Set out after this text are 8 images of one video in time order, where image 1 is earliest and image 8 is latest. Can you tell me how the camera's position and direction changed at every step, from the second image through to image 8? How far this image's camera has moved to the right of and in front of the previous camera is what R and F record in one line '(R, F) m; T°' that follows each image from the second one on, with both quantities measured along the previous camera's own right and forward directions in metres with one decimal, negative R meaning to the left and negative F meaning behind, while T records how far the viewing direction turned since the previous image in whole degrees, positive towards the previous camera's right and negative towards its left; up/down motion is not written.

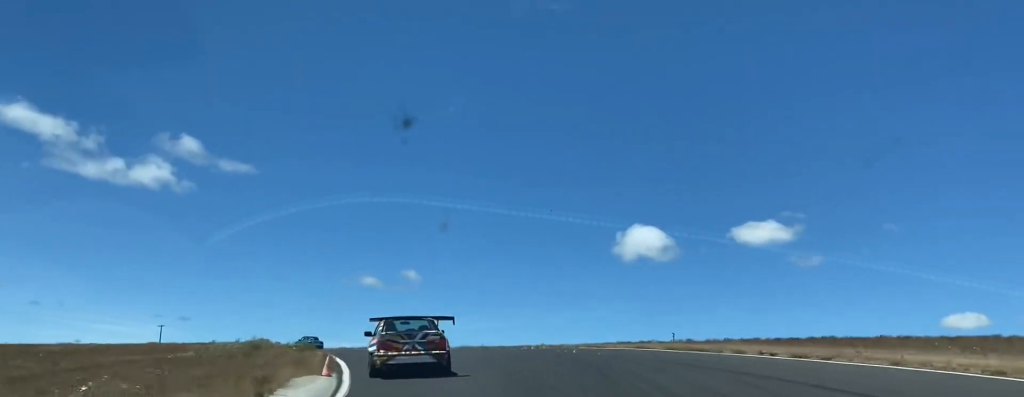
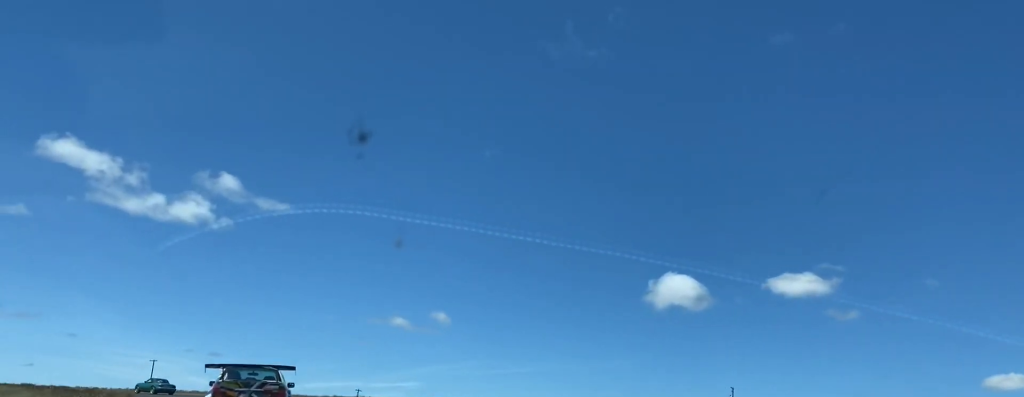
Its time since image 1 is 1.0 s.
(+1.3, +22.1) m; +1°
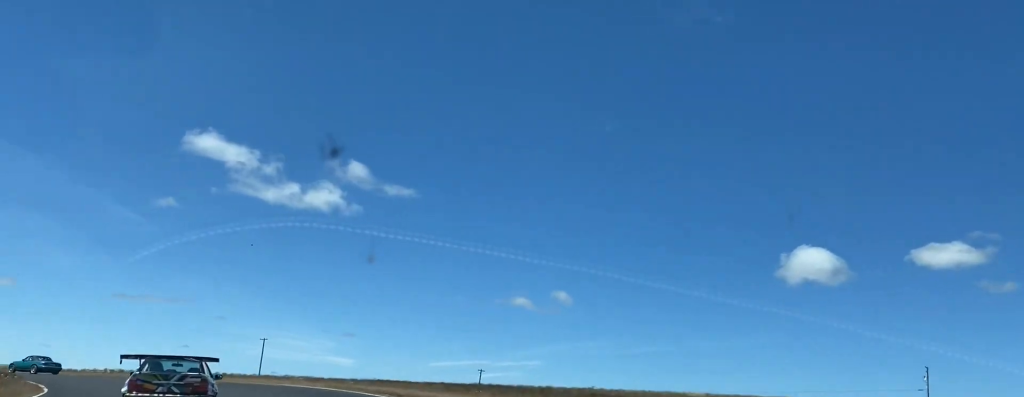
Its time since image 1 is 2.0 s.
(-0.9, +21.5) m; -8°
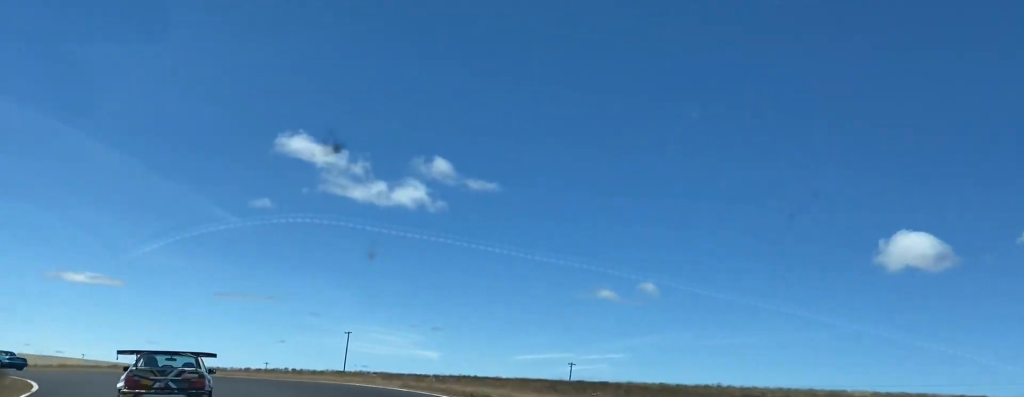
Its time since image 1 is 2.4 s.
(0.0, +9.5) m; -6°
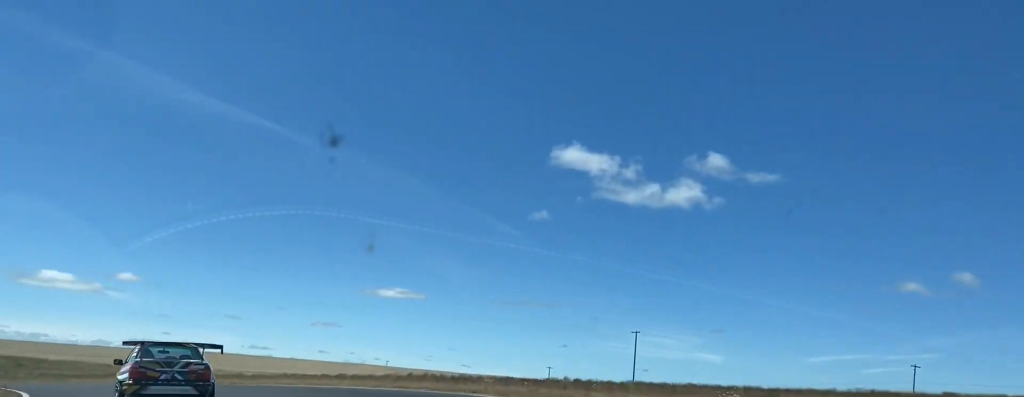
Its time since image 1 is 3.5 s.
(-3.4, +22.4) m; -21°
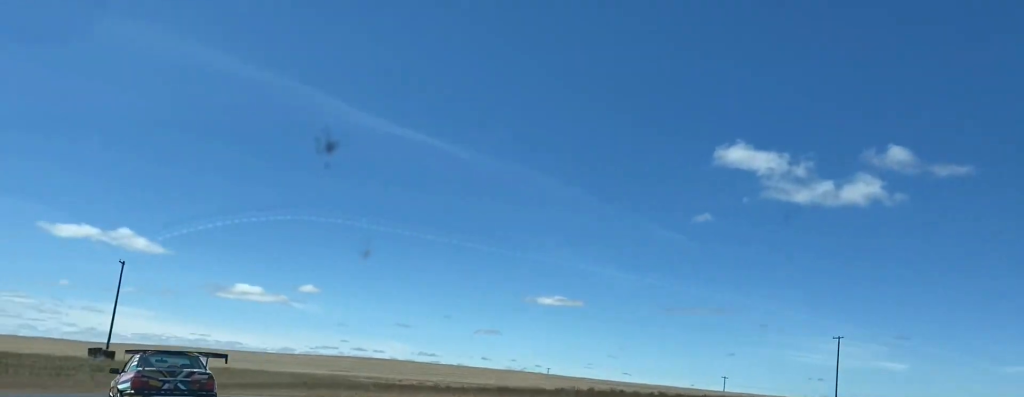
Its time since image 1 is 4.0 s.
(-1.6, +10.3) m; -10°
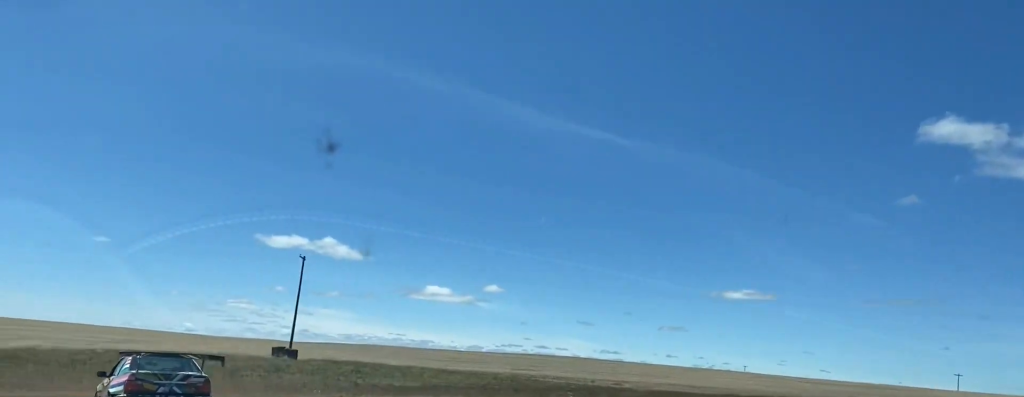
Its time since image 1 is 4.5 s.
(-1.0, +10.9) m; -12°
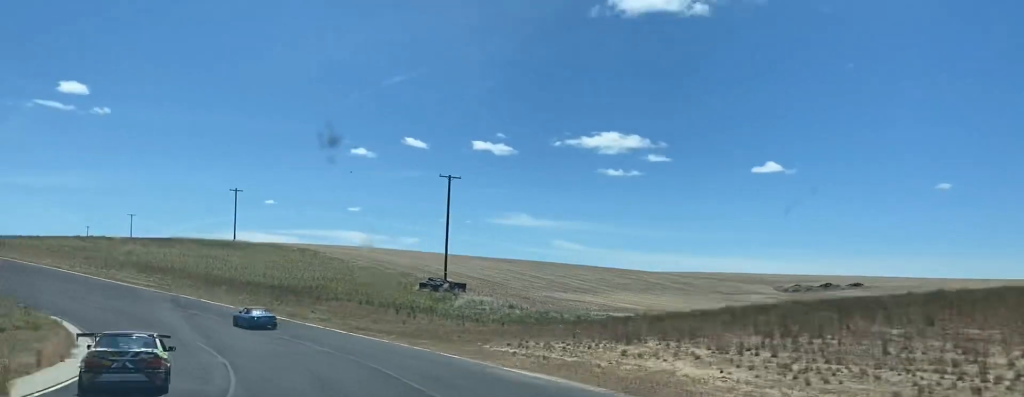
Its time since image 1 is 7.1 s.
(-28.1, +43.5) m; -63°
